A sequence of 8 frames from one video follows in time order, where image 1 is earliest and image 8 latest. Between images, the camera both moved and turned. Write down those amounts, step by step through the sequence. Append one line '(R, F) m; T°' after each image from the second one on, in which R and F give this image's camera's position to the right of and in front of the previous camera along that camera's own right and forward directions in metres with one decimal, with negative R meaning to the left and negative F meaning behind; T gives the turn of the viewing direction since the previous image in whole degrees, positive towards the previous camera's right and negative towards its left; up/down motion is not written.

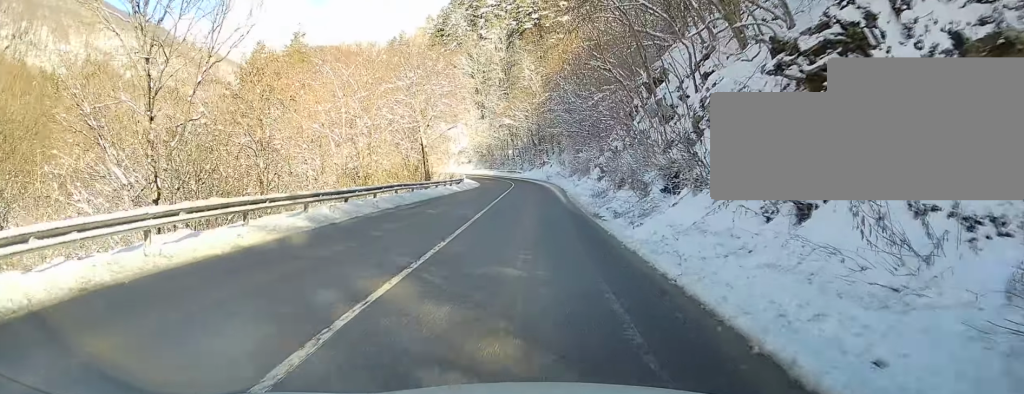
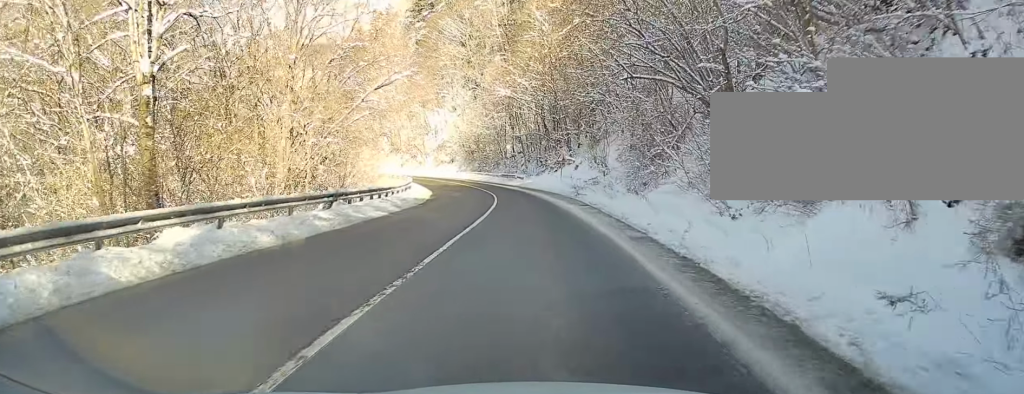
(-0.6, +37.3) m; -3°
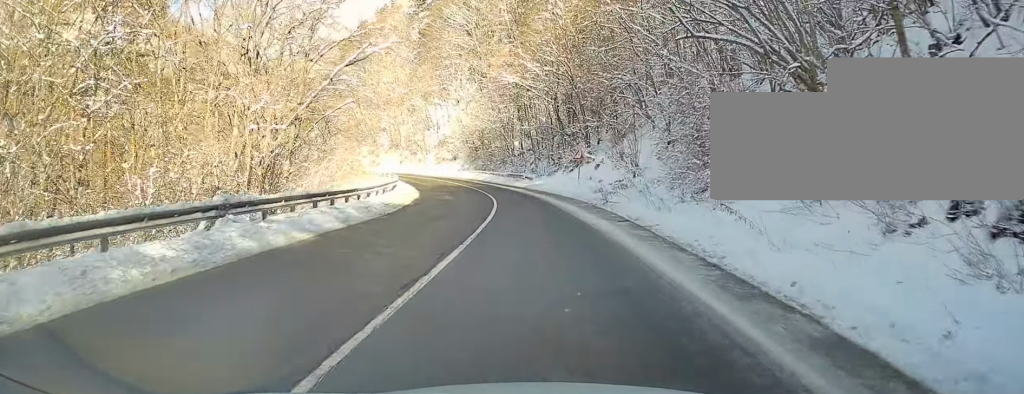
(0.0, +8.1) m; -1°
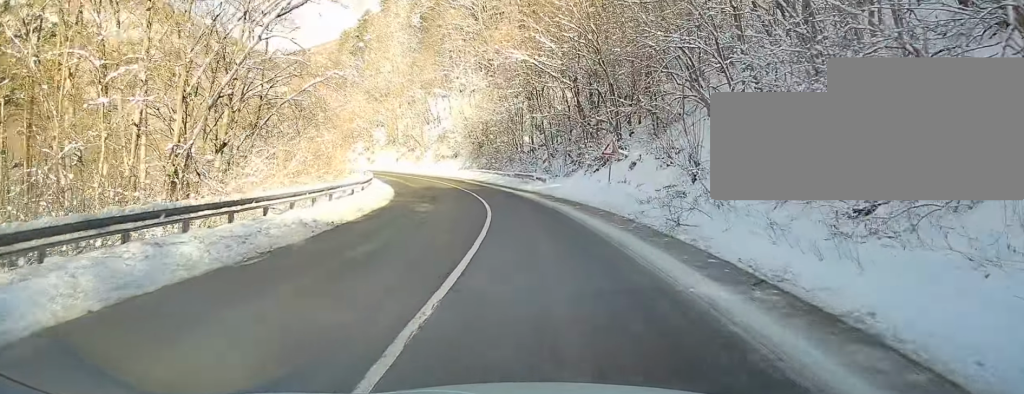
(0.0, +9.7) m; -1°
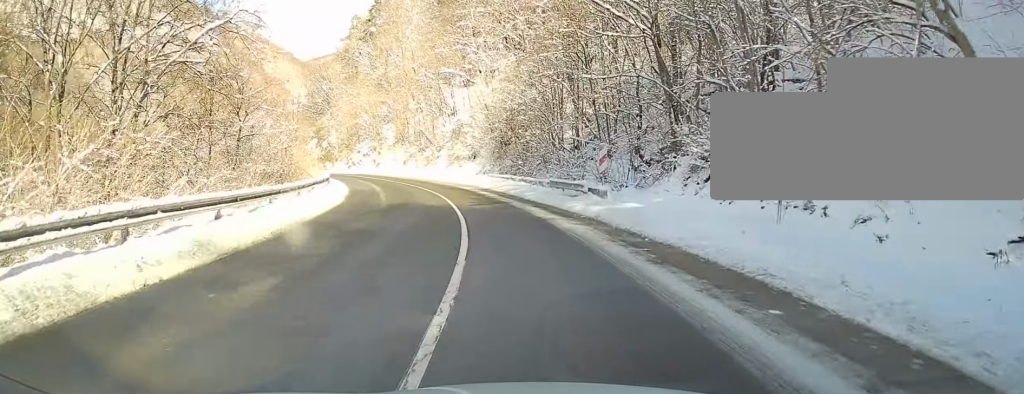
(-0.3, +16.3) m; -5°
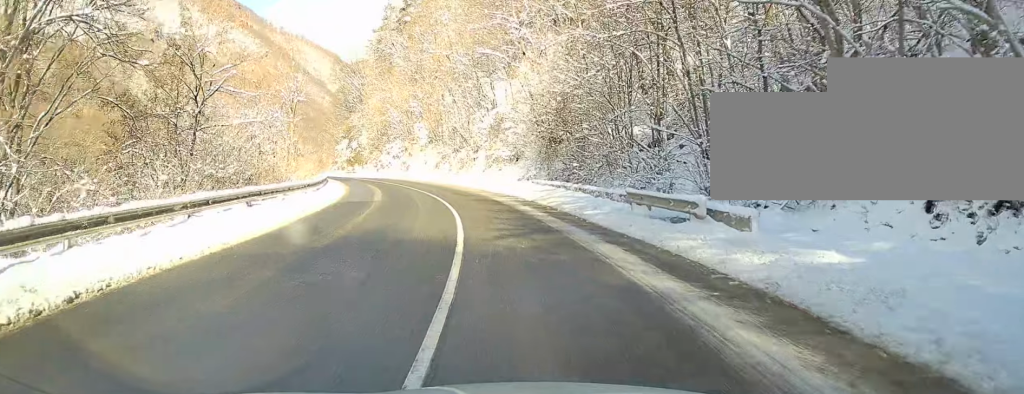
(-0.6, +9.7) m; -4°
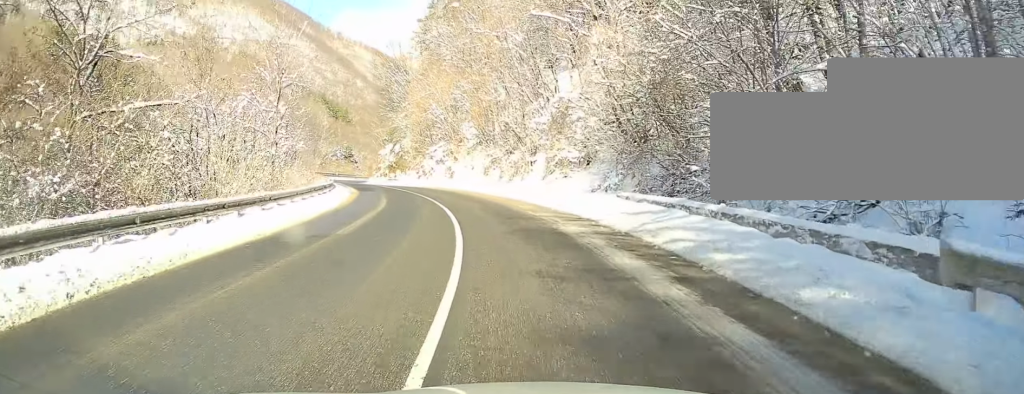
(-0.5, +11.4) m; -5°
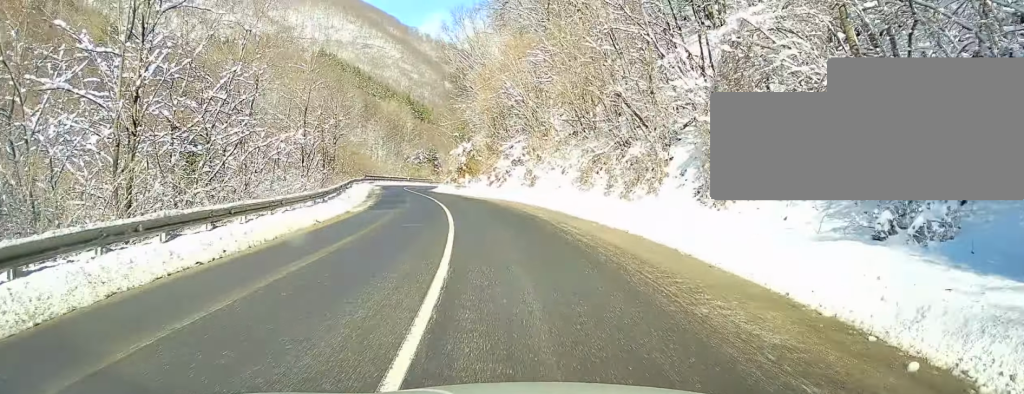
(-1.1, +17.1) m; -8°
